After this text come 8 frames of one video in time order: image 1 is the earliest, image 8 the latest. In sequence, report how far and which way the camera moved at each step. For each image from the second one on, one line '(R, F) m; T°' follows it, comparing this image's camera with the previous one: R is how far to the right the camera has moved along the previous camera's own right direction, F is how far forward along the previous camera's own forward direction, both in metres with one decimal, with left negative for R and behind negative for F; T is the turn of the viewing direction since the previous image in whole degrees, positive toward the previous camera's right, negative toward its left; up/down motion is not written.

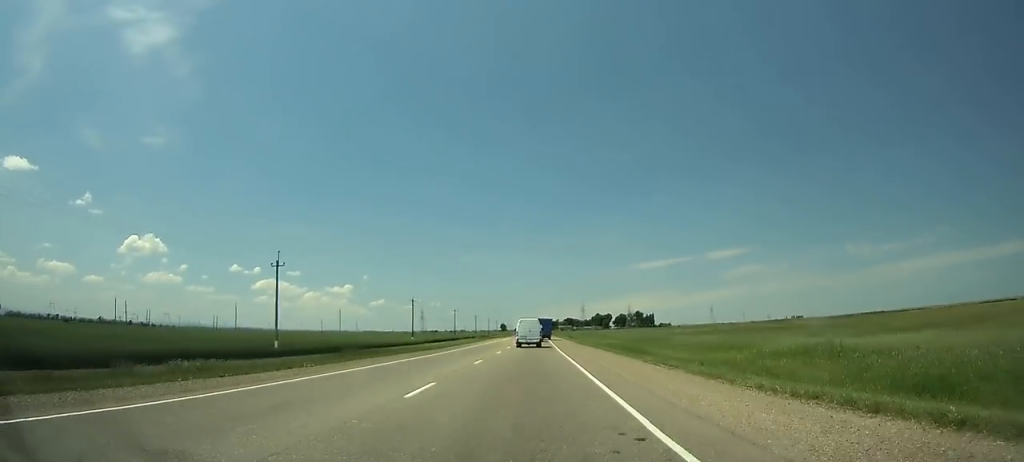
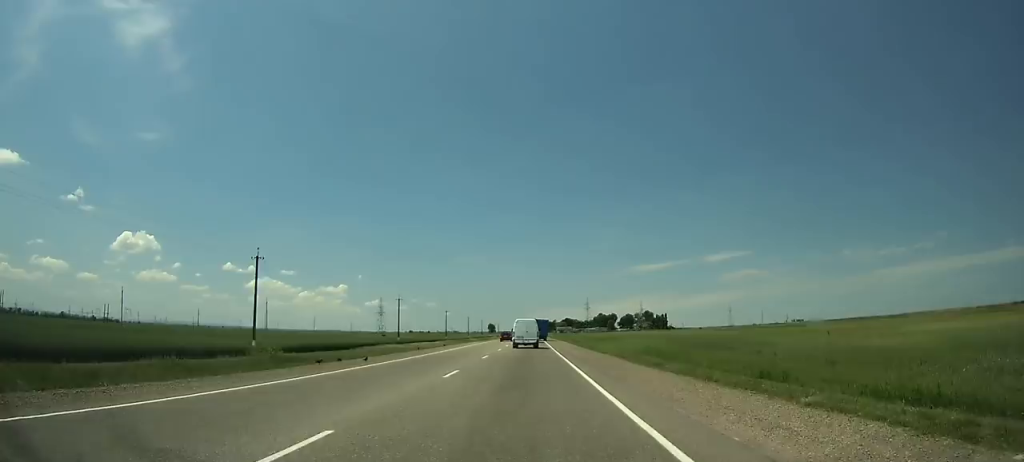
(+0.3, +128.1) m; 0°
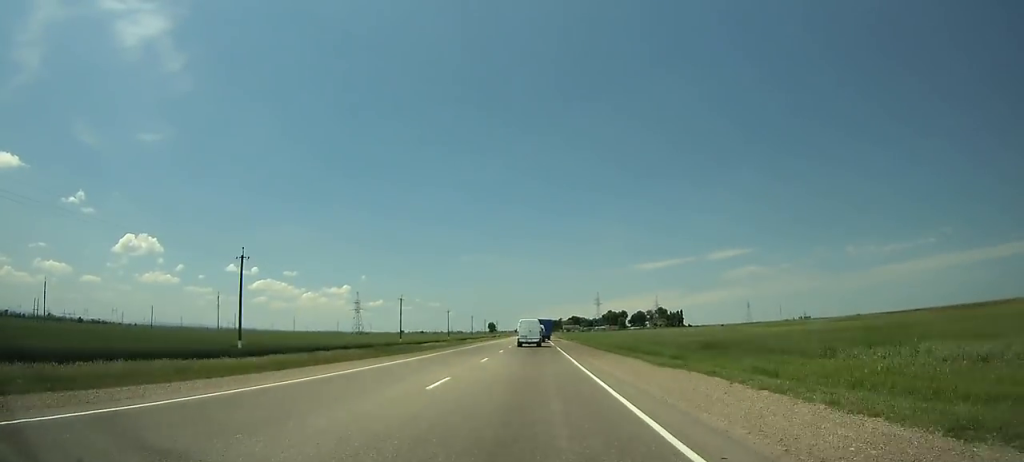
(-0.1, +63.0) m; 0°
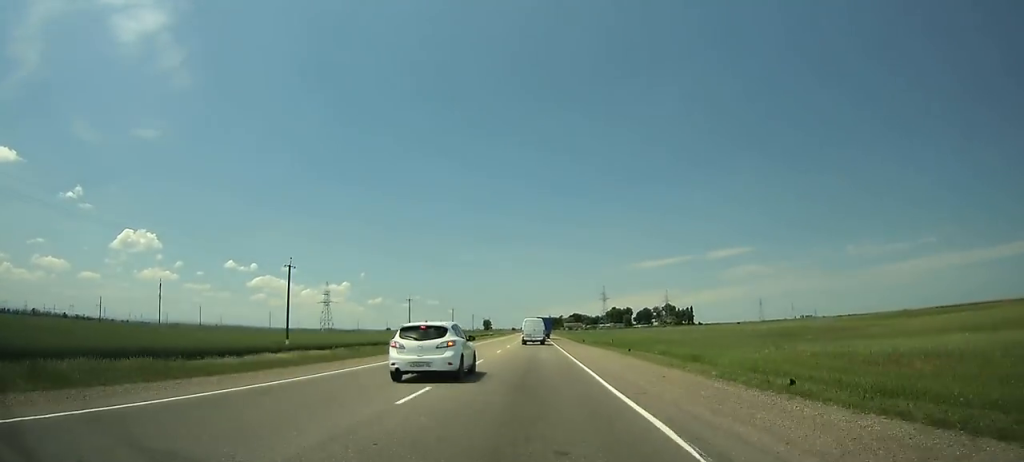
(-0.1, +50.2) m; 0°
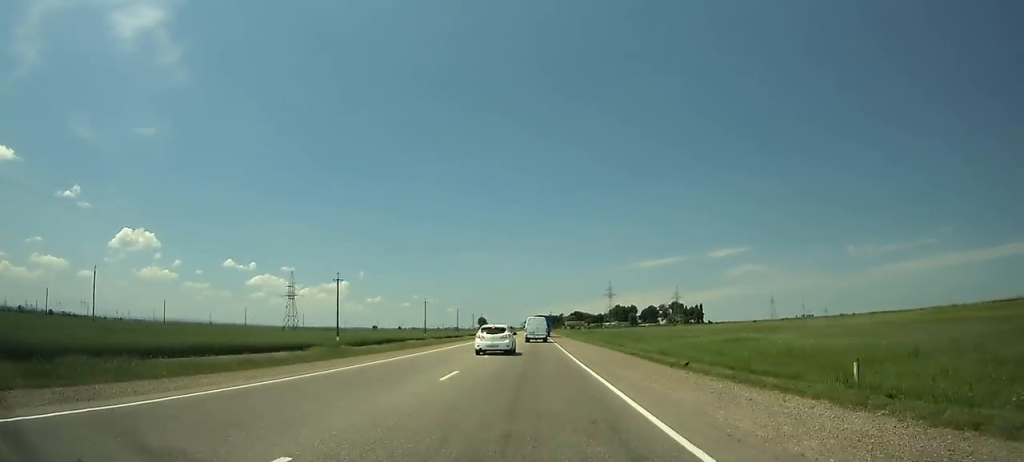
(+0.1, +42.9) m; 0°
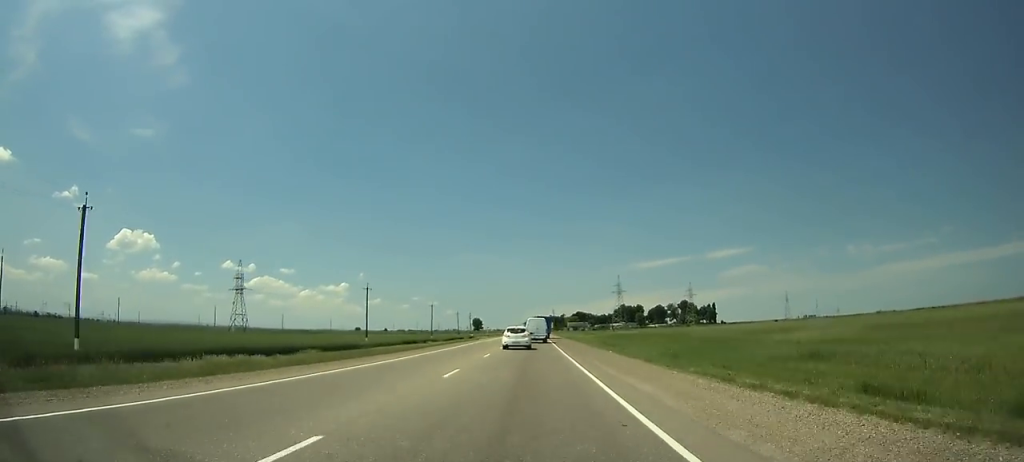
(+0.1, +46.6) m; 0°
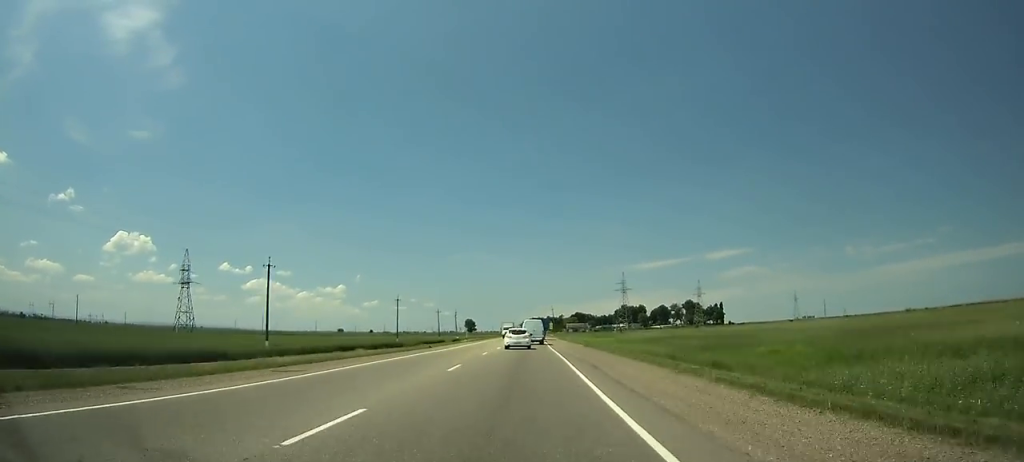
(0.0, +33.5) m; 0°
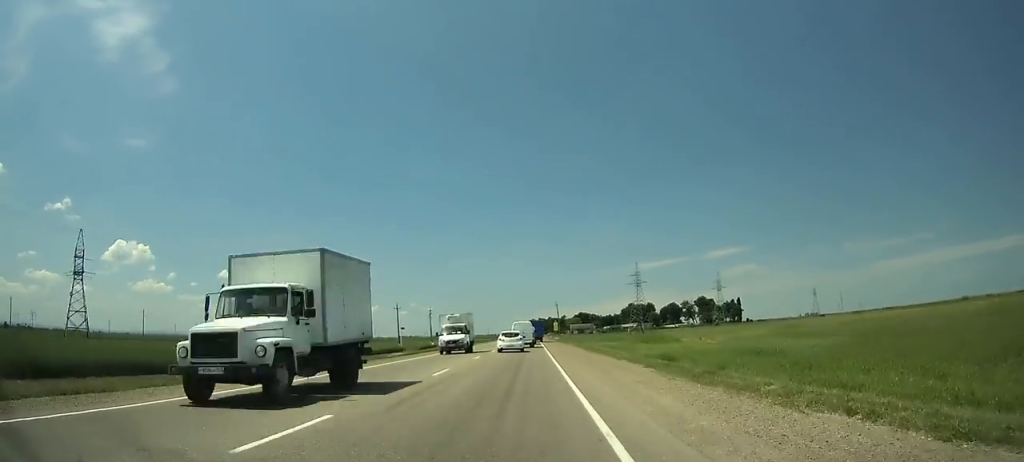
(-0.1, +48.5) m; 0°
